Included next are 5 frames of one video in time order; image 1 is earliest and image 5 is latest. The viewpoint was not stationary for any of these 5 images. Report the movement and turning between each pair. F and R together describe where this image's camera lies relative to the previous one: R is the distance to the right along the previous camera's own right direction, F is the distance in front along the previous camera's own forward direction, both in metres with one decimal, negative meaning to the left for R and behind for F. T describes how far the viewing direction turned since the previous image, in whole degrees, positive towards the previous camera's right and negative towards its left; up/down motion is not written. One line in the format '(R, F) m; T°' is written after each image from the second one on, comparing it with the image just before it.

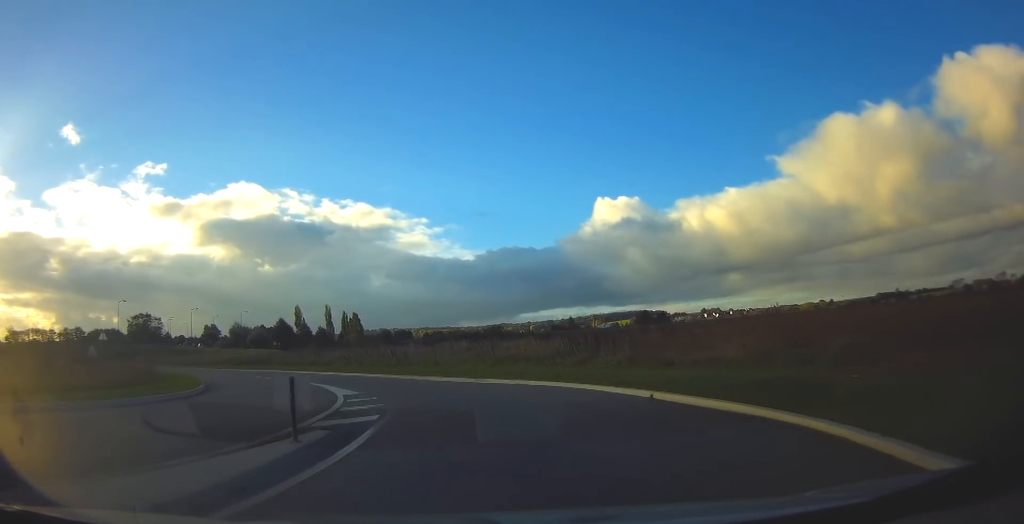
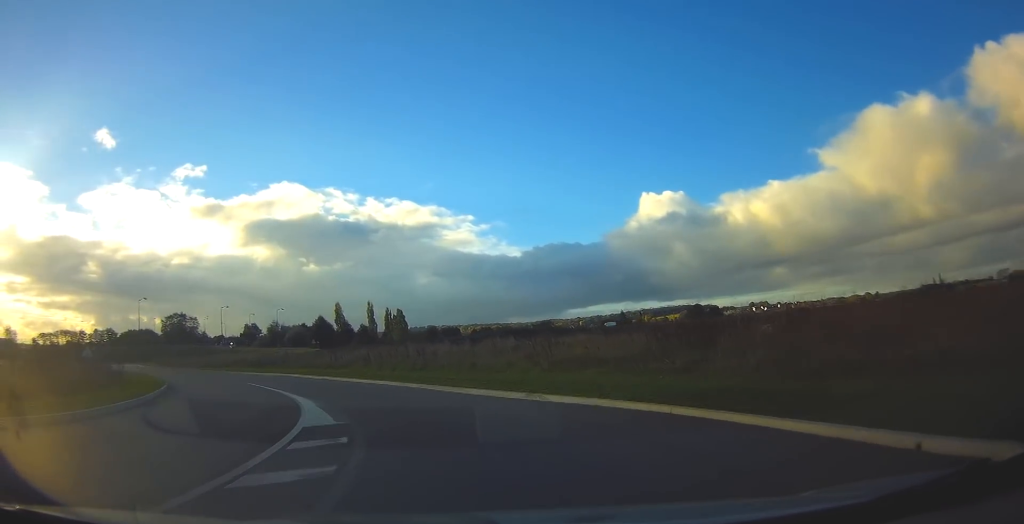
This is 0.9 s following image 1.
(+0.2, +6.7) m; -2°
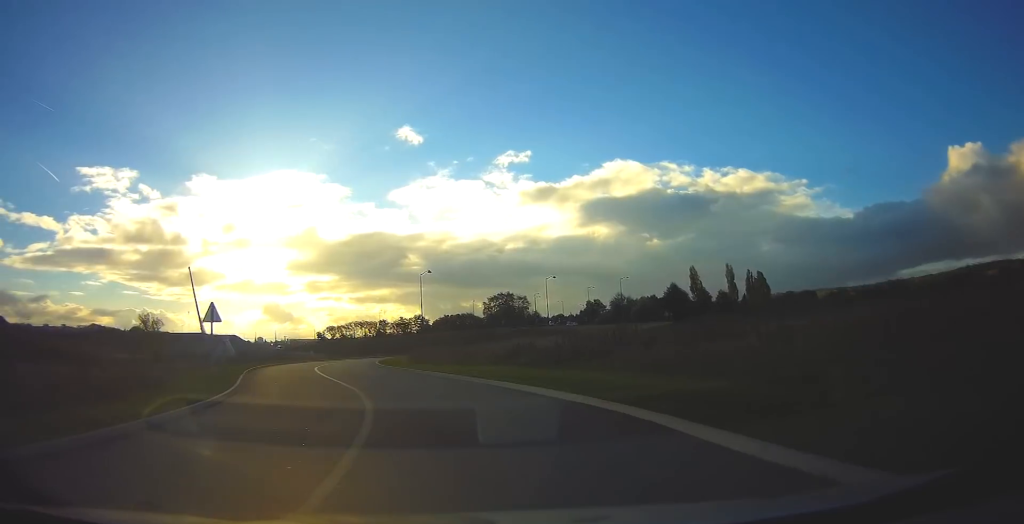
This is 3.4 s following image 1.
(-5.7, +21.5) m; -31°
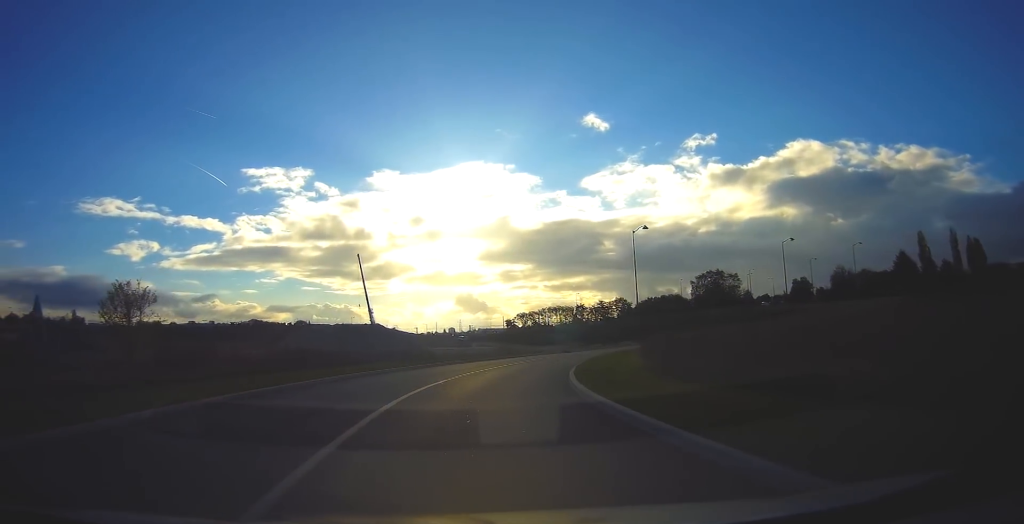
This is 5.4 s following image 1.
(-4.0, +21.3) m; -17°
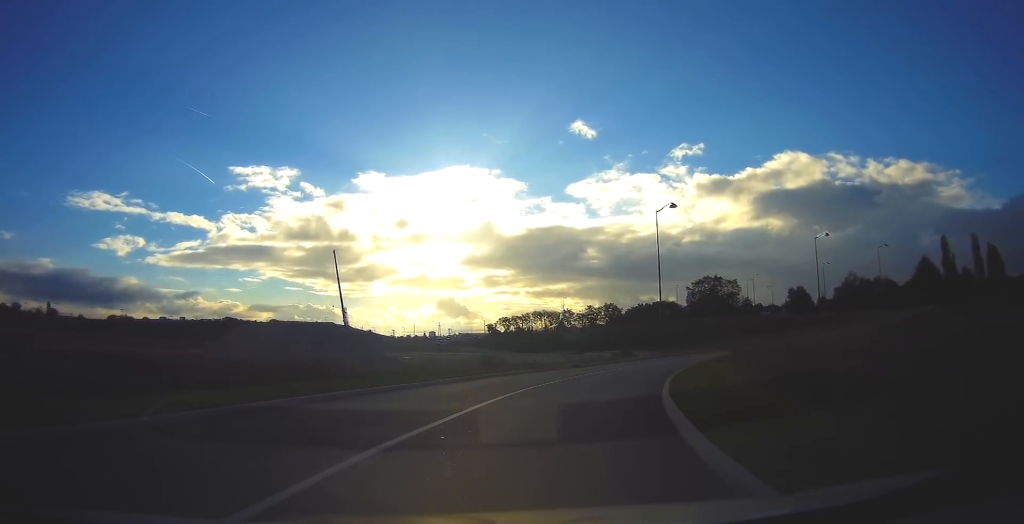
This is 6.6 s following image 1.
(-0.6, +13.0) m; -2°
